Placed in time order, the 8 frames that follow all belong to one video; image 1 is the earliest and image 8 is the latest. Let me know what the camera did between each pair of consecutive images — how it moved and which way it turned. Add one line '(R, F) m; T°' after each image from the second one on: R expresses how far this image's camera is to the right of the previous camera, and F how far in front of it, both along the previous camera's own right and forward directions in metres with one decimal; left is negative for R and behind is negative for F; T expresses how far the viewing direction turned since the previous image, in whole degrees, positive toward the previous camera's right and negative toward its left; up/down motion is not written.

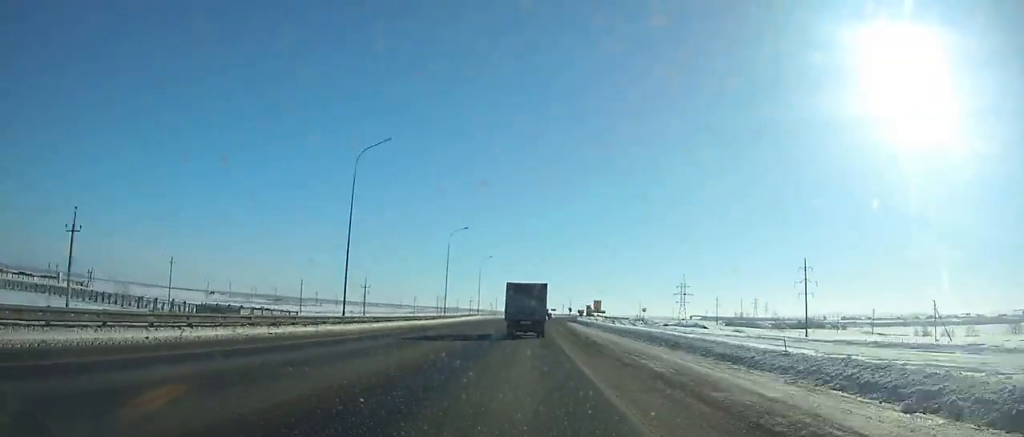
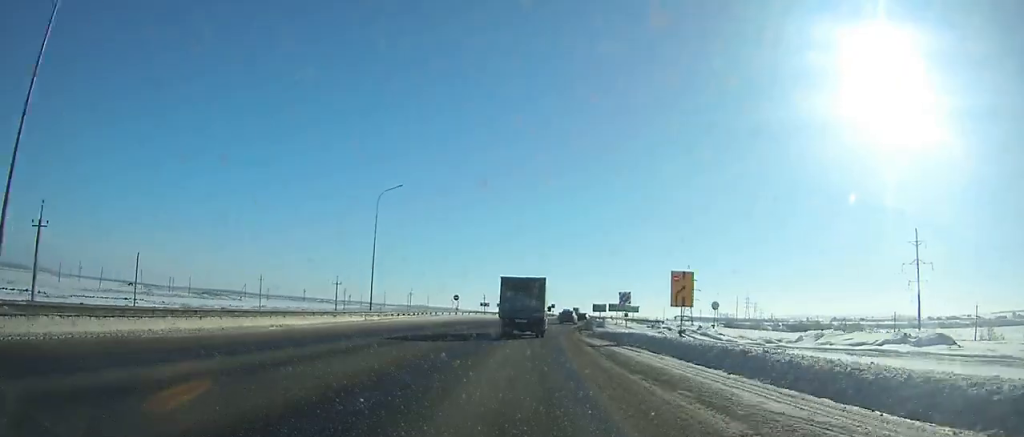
(+0.7, +59.6) m; +3°
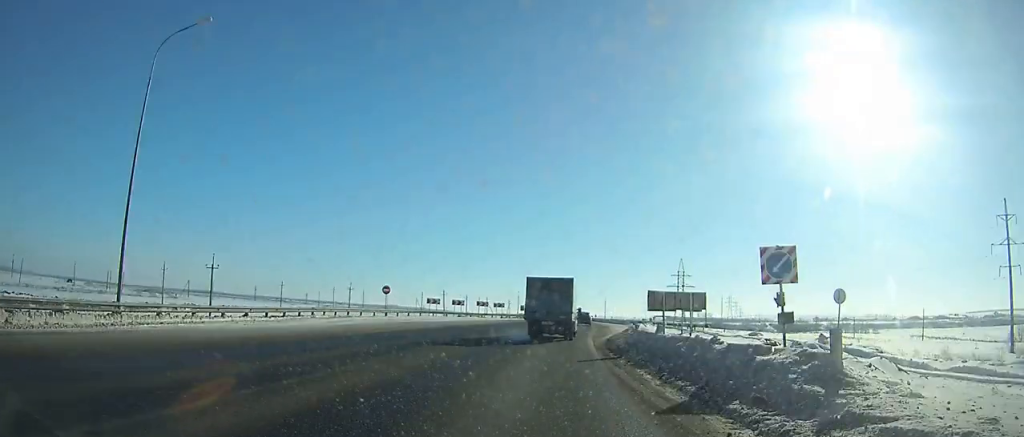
(+0.8, +30.2) m; +3°
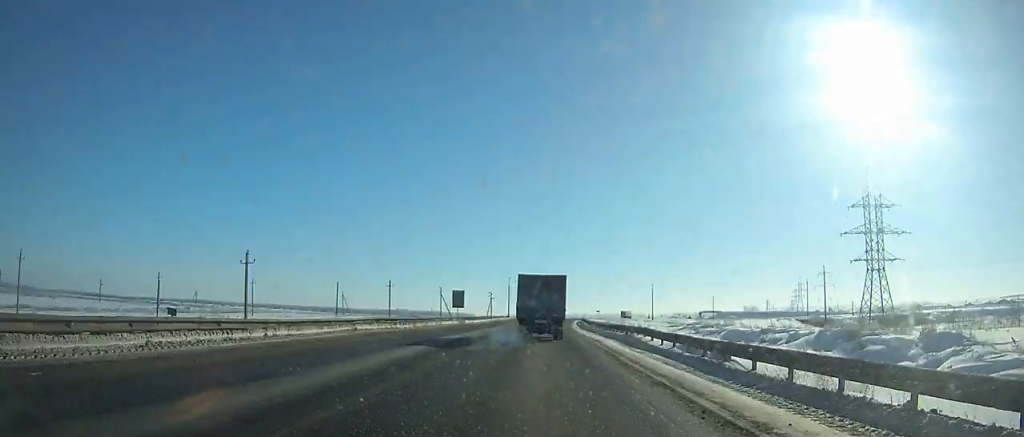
(+3.9, +133.4) m; -2°
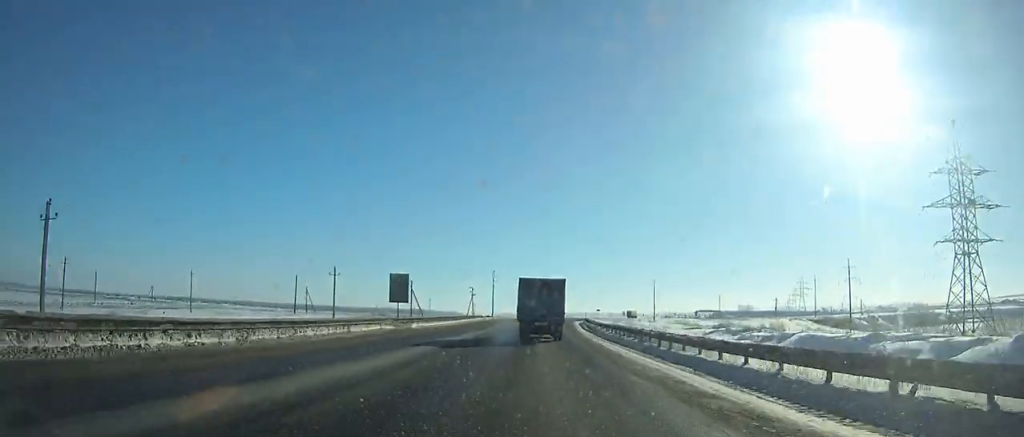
(-0.4, +23.4) m; 0°
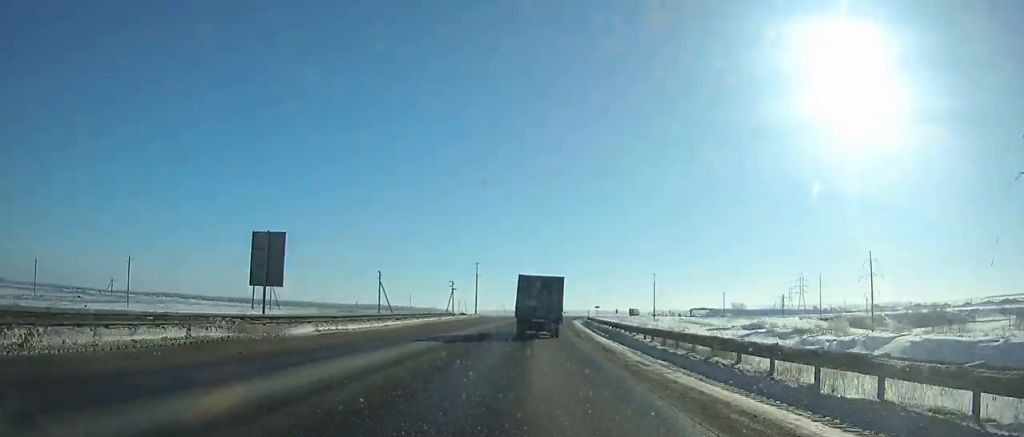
(+0.2, +17.8) m; +1°
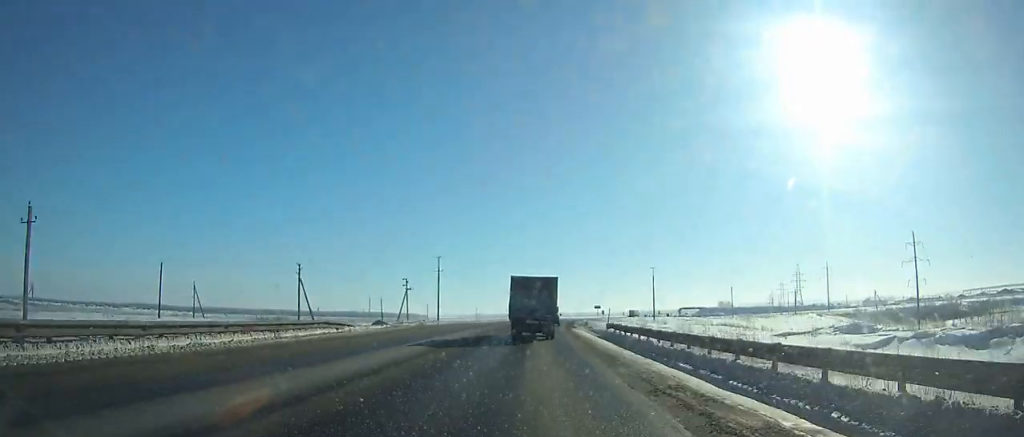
(+0.3, +28.3) m; +2°
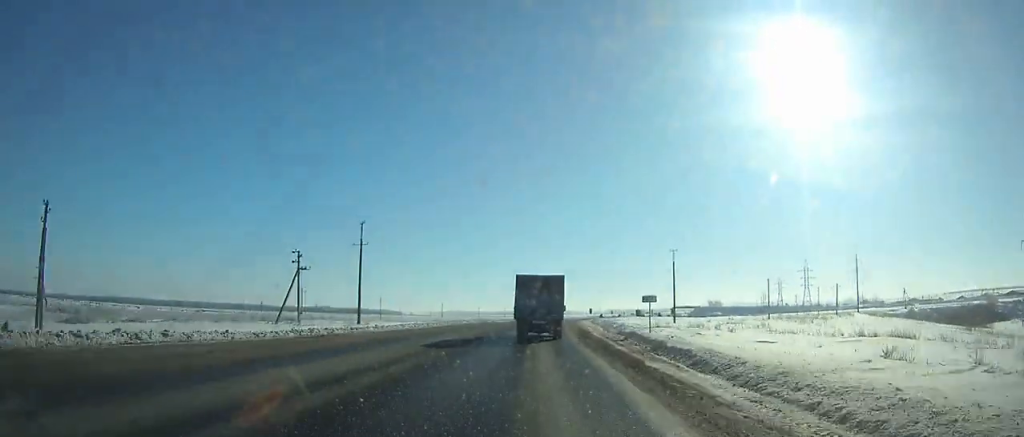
(+1.0, +42.1) m; +3°
